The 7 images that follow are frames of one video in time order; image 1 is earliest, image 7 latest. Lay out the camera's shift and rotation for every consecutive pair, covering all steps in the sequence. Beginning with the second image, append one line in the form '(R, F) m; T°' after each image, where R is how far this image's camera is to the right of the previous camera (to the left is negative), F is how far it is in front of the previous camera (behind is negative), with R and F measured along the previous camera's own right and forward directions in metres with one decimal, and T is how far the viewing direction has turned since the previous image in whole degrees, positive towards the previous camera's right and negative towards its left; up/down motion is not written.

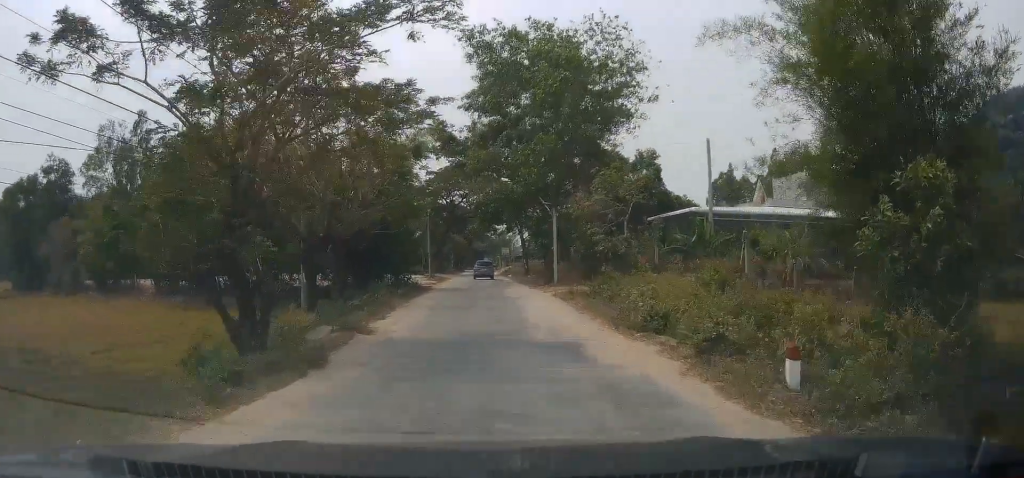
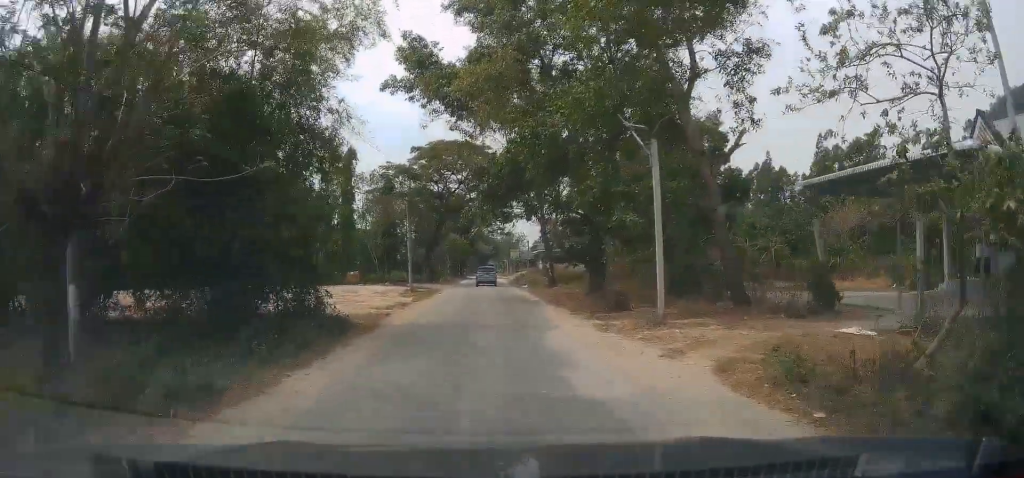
(-1.1, +20.3) m; -4°
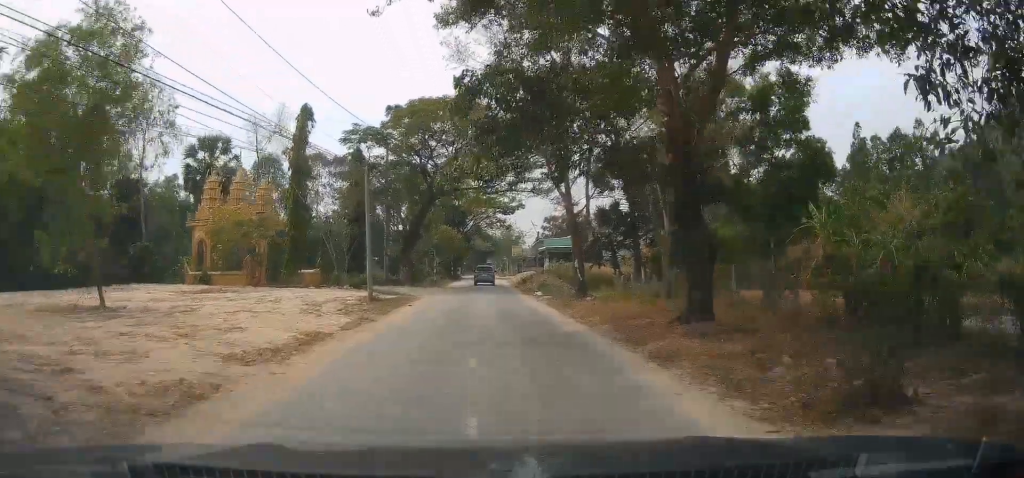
(+0.1, +14.9) m; +1°
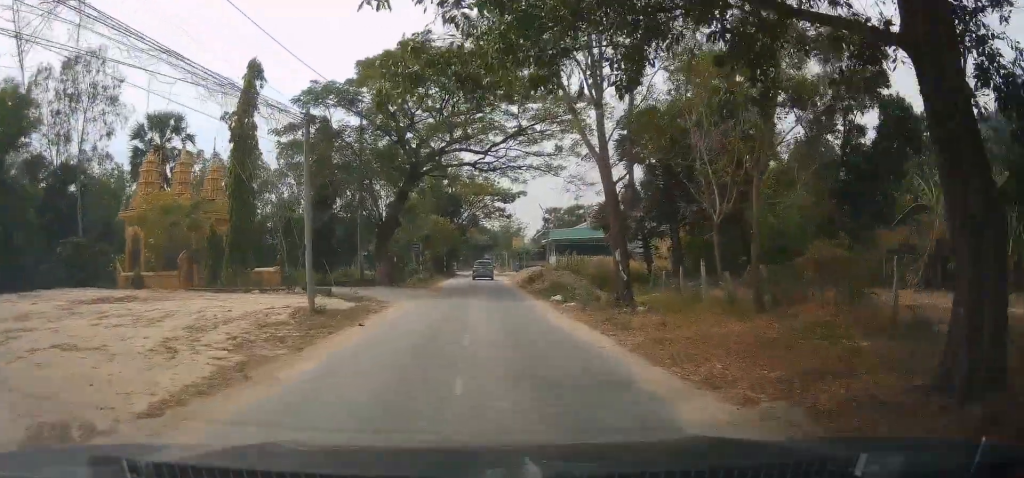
(+0.1, +10.3) m; -1°
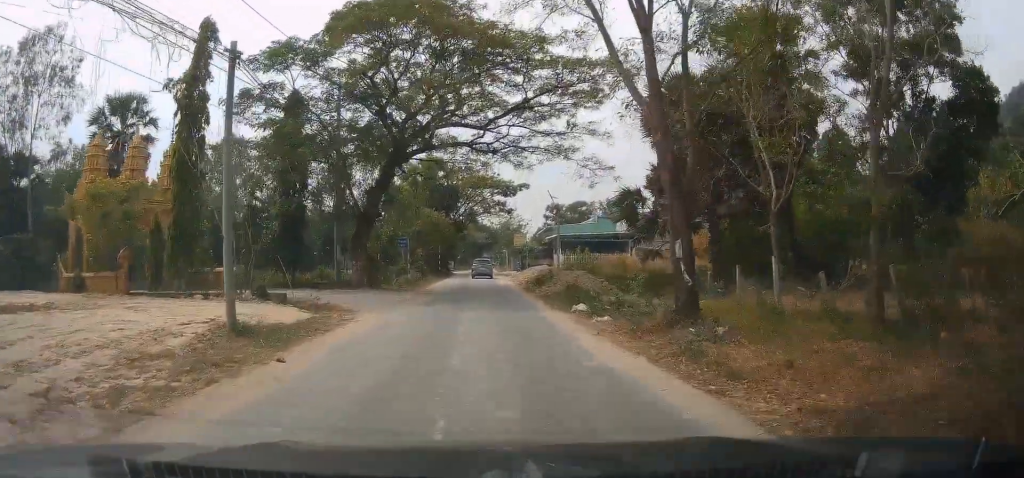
(-0.1, +6.7) m; -1°
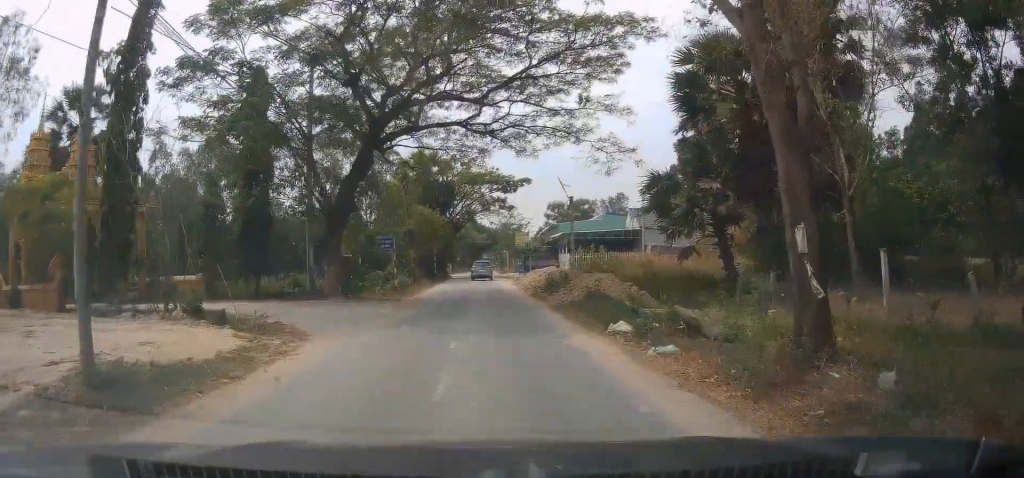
(0.0, +5.8) m; -1°
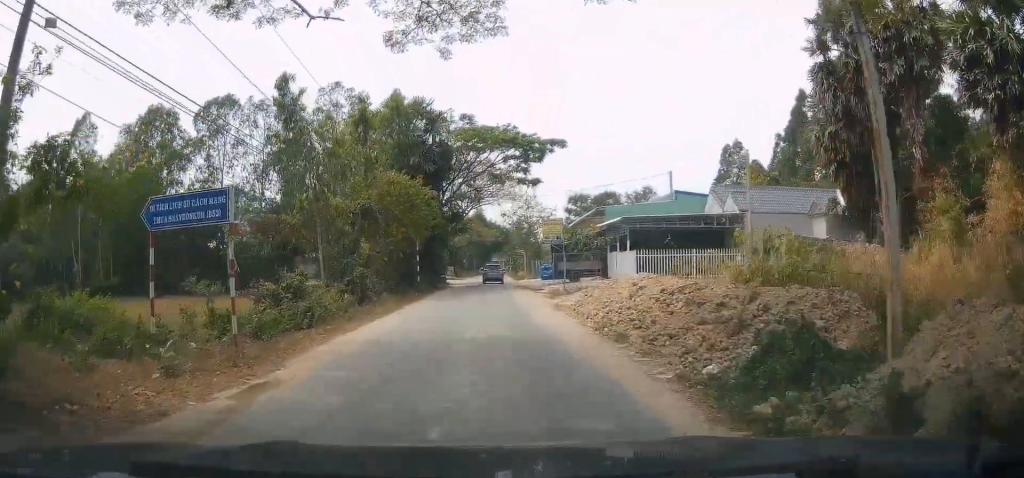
(+0.1, +23.2) m; +1°
